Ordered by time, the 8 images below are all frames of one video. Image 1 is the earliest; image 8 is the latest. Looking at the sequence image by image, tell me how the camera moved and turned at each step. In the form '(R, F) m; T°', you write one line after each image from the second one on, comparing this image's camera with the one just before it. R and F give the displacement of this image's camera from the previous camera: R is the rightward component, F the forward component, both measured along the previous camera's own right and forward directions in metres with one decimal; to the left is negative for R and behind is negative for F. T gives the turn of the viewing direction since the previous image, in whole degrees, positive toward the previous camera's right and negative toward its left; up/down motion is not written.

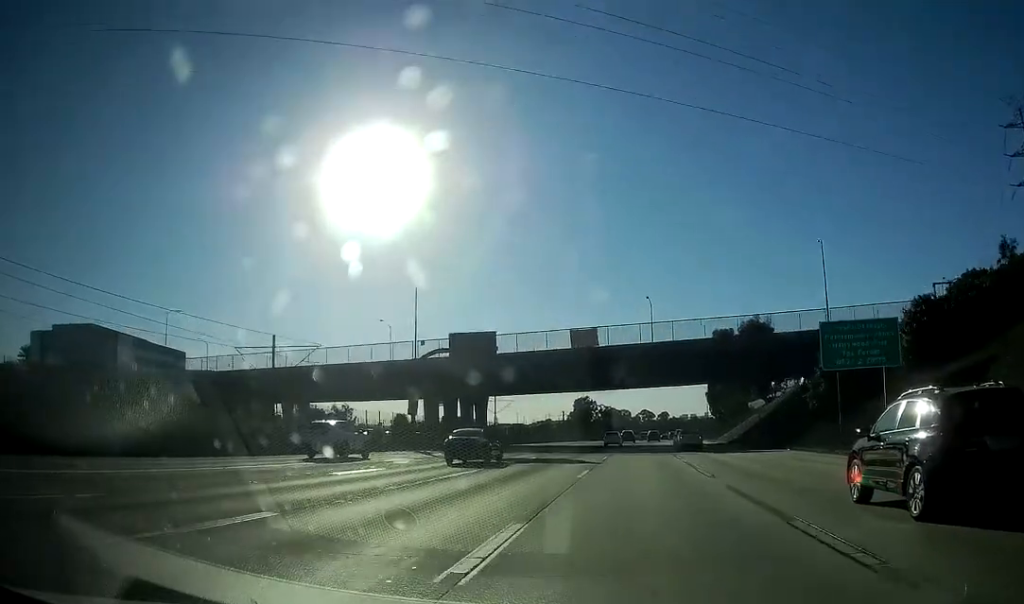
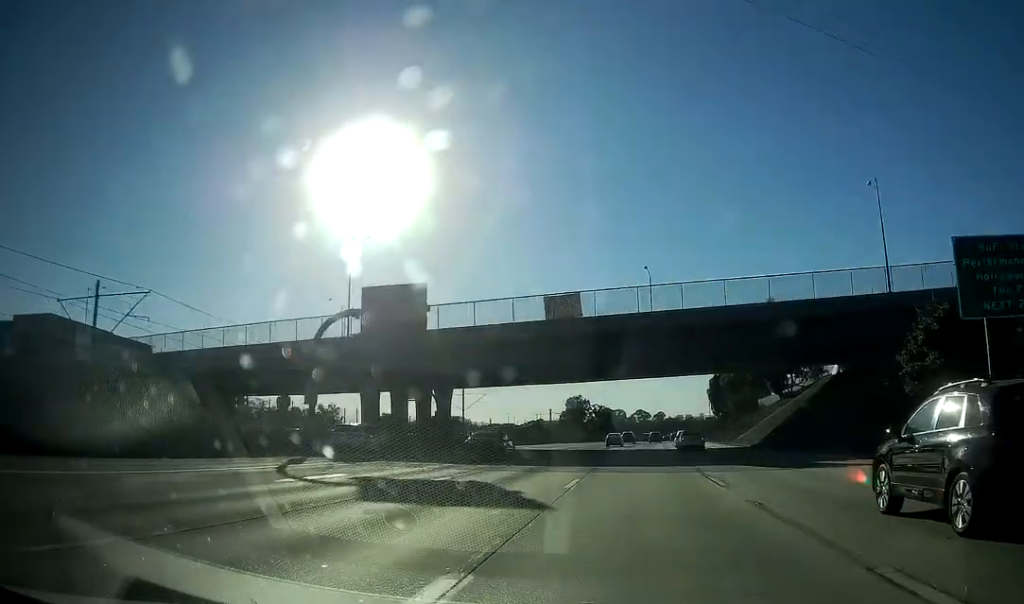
(+0.2, +18.9) m; +1°
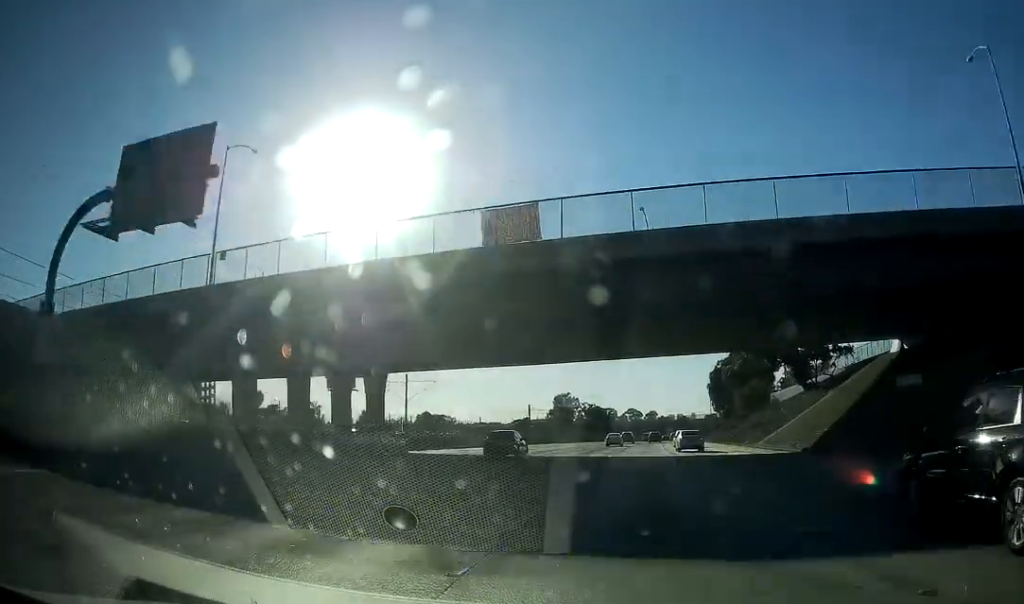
(+0.2, +21.6) m; +1°
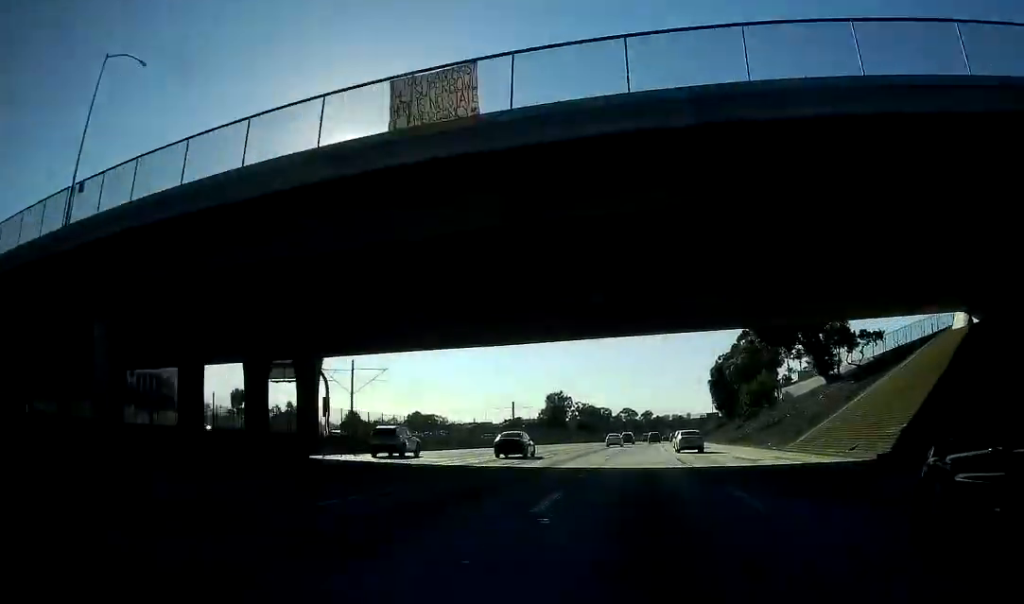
(0.0, +12.9) m; 0°
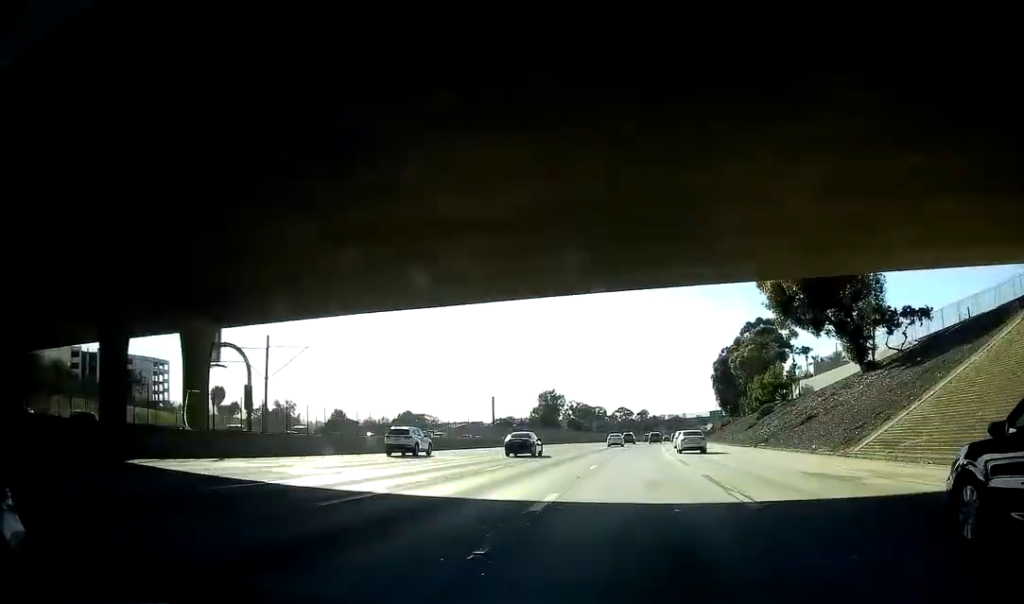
(0.0, +14.9) m; 0°
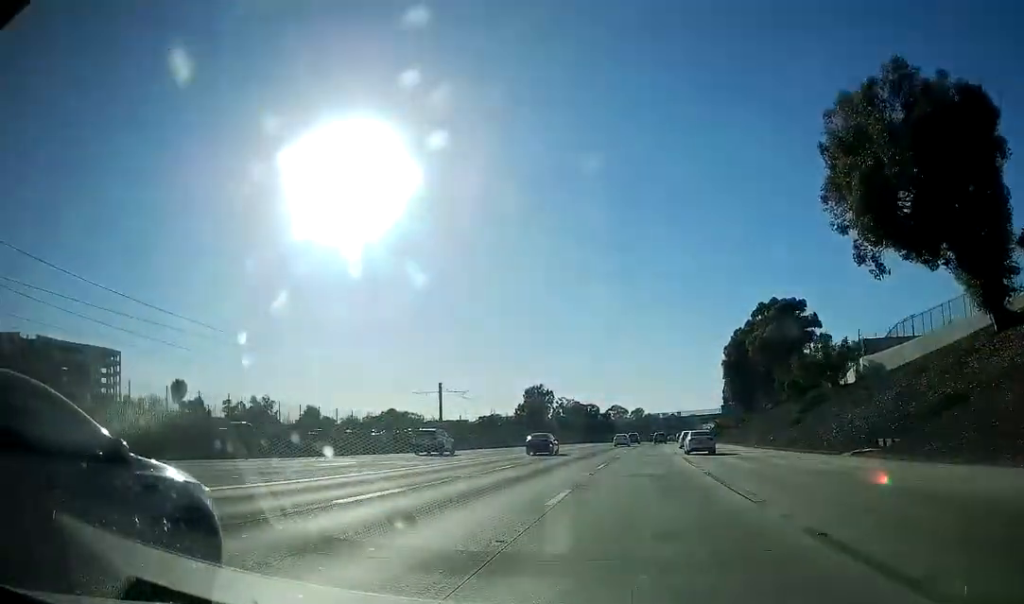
(+0.1, +28.1) m; +1°
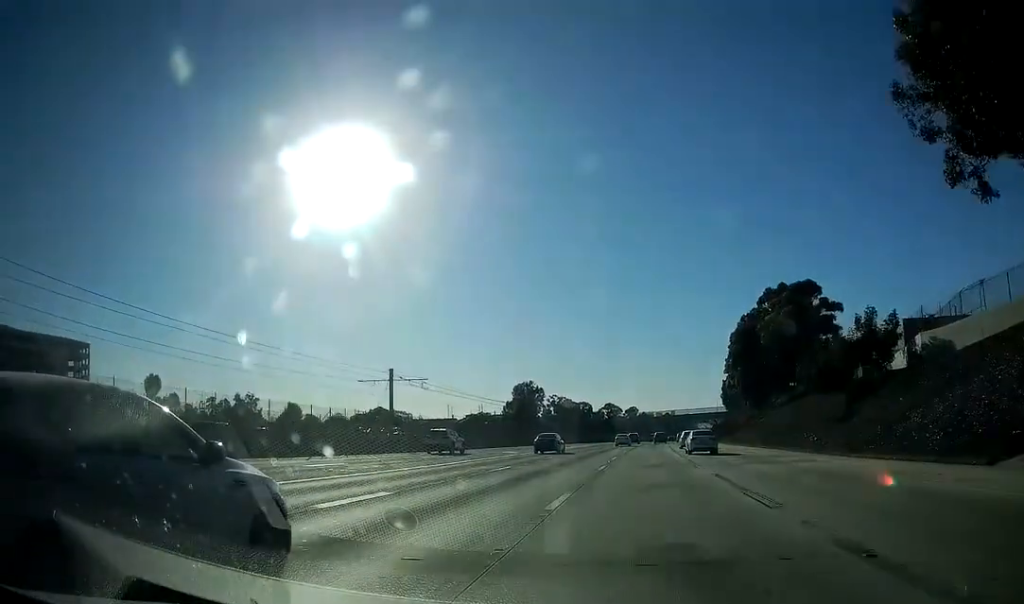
(+0.2, +15.2) m; +1°
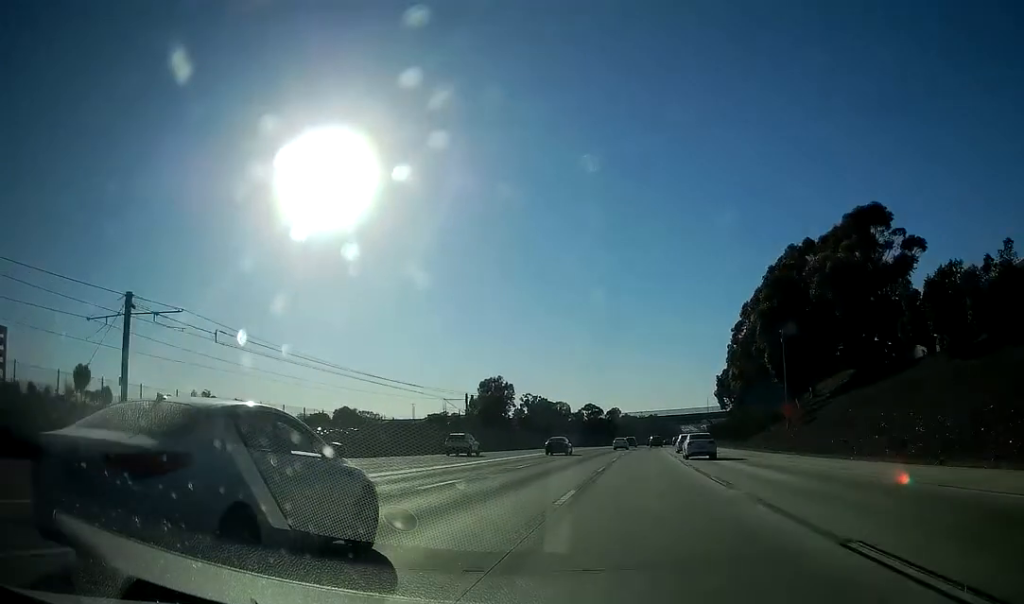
(+0.1, +37.2) m; +1°
